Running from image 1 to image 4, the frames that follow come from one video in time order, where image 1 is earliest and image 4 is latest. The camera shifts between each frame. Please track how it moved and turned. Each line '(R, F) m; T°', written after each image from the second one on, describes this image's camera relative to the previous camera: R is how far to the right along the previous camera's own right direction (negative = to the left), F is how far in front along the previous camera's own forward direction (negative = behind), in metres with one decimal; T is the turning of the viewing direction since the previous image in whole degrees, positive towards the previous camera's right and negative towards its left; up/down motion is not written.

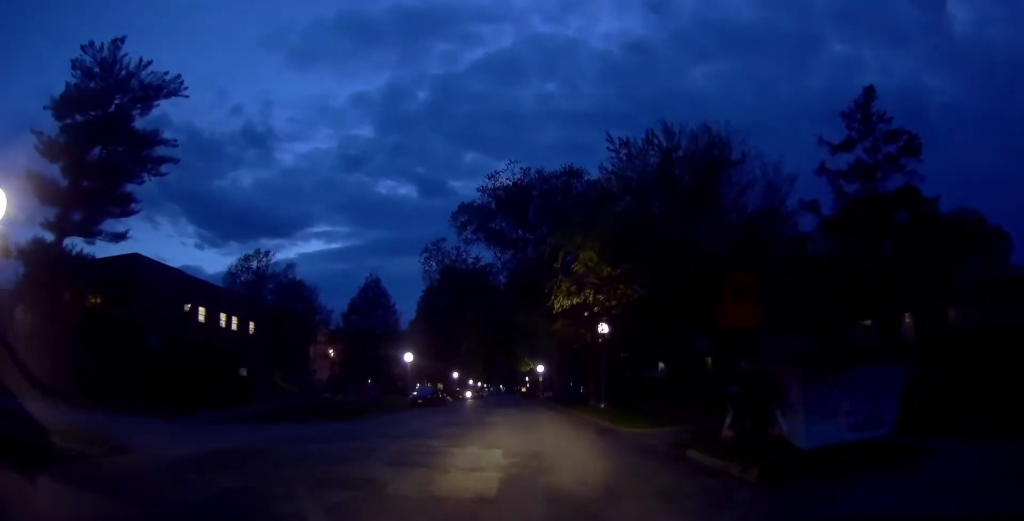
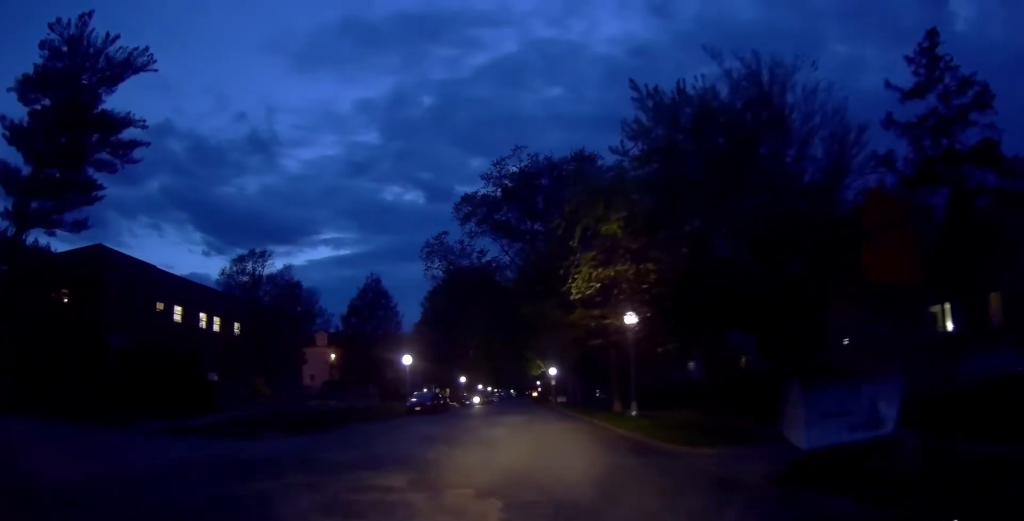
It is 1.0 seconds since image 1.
(-0.2, +5.6) m; +1°
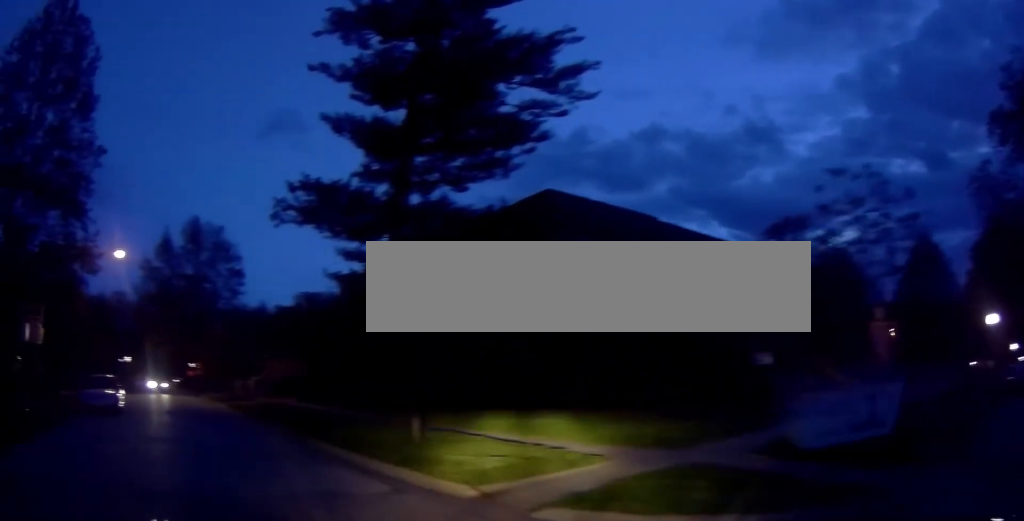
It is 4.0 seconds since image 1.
(-3.8, +12.0) m; -44°
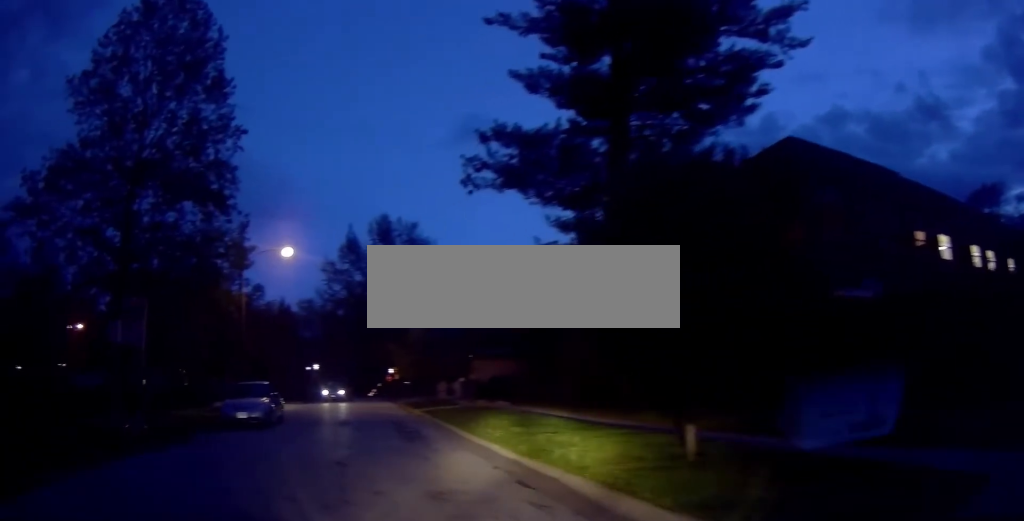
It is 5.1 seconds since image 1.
(-1.0, +4.3) m; -26°
